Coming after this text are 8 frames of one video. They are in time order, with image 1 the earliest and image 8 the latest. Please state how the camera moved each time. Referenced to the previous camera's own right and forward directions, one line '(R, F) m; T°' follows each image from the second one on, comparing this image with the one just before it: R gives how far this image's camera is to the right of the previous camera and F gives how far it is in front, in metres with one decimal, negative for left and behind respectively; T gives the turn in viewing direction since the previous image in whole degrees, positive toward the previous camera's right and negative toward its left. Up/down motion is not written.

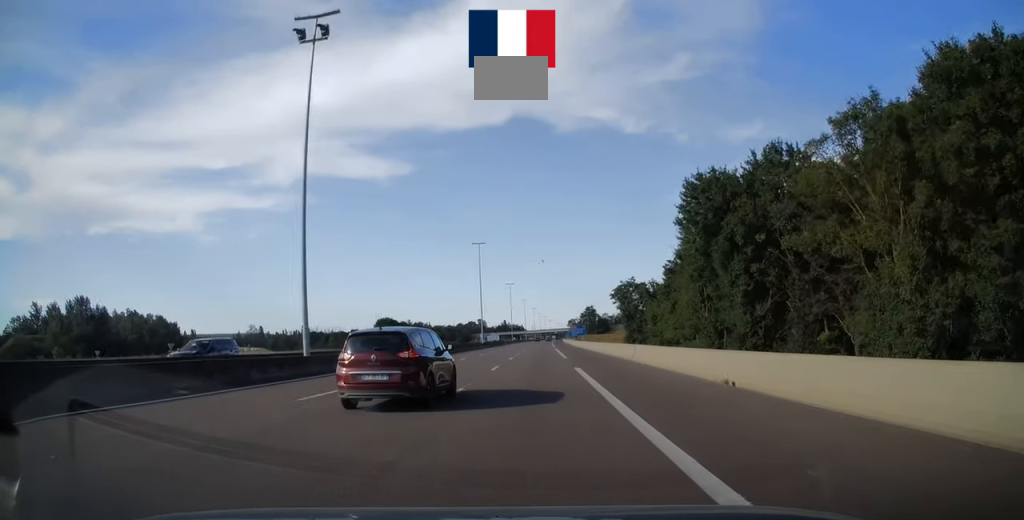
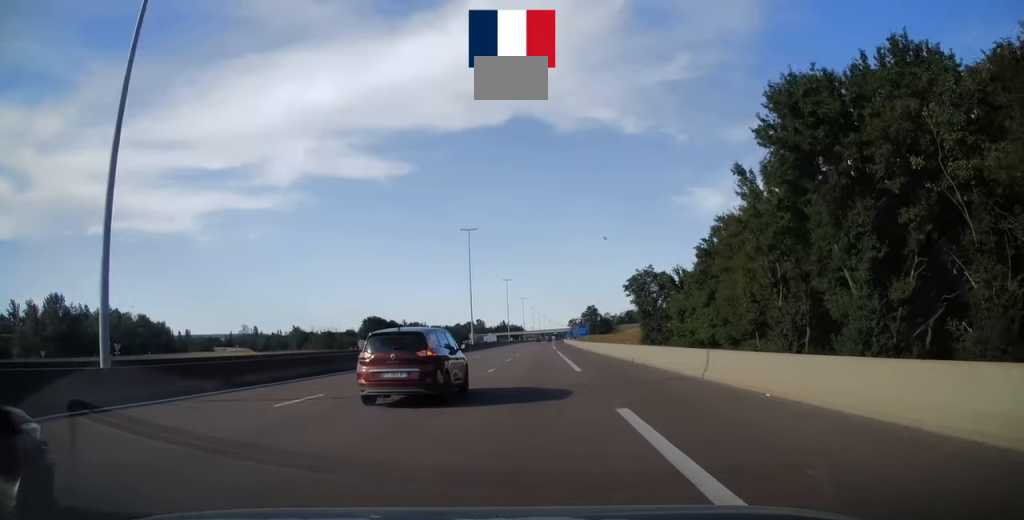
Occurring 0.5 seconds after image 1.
(0.0, +14.4) m; 0°
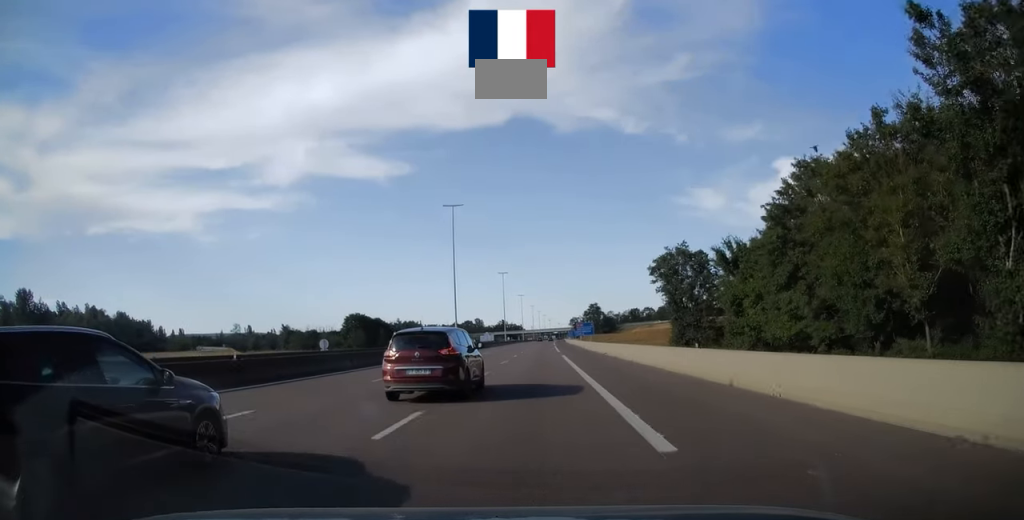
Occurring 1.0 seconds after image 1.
(-0.1, +17.0) m; 0°
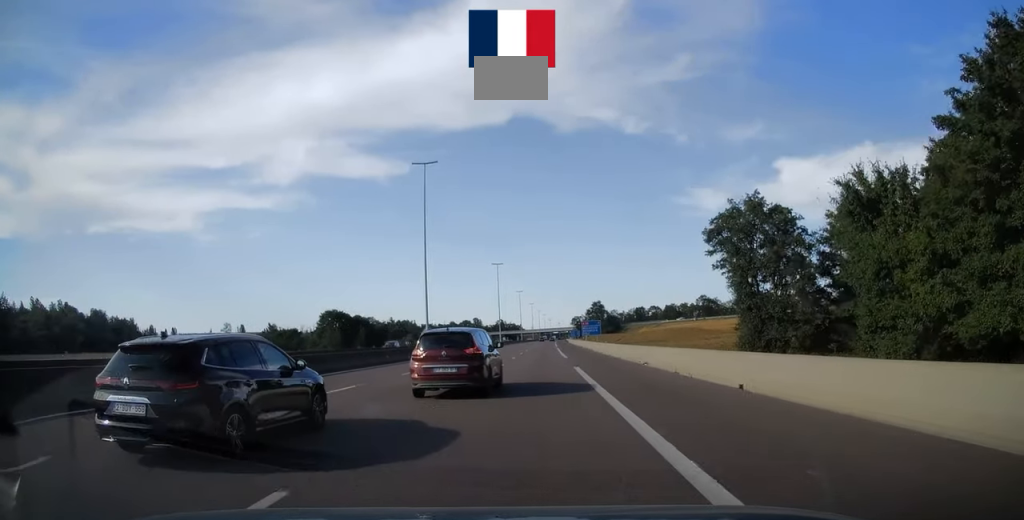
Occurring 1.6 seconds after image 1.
(+0.1, +19.0) m; 0°
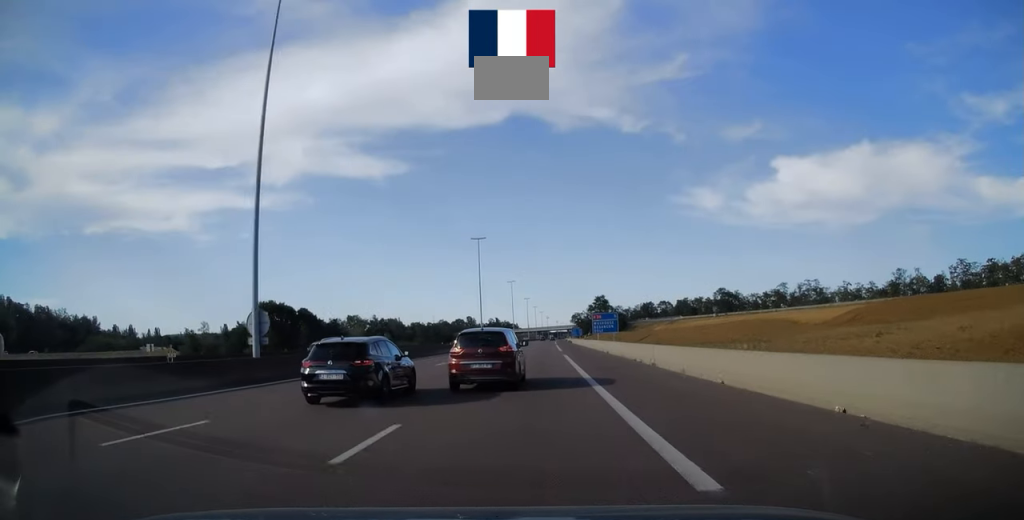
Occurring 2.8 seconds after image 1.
(+0.1, +34.5) m; 0°
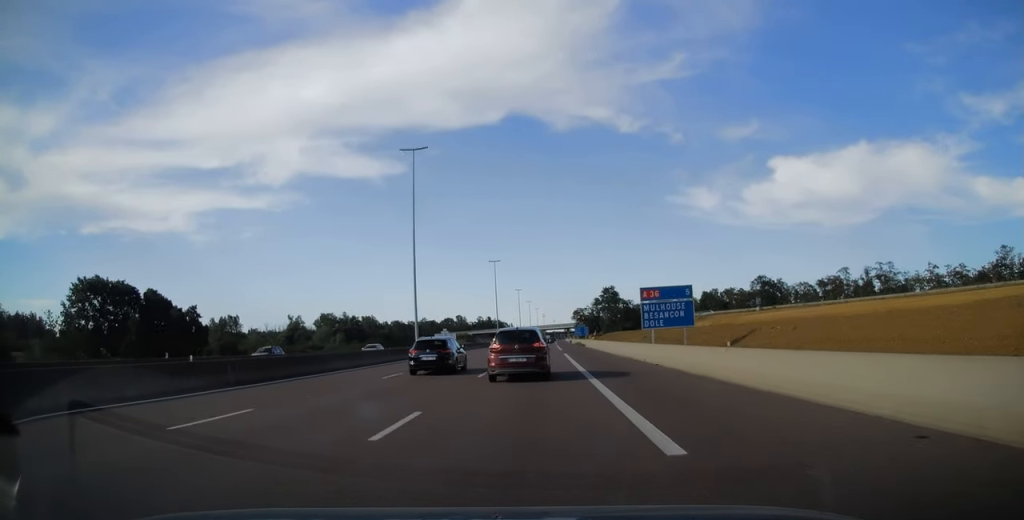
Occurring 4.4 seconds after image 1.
(+0.2, +50.4) m; 0°
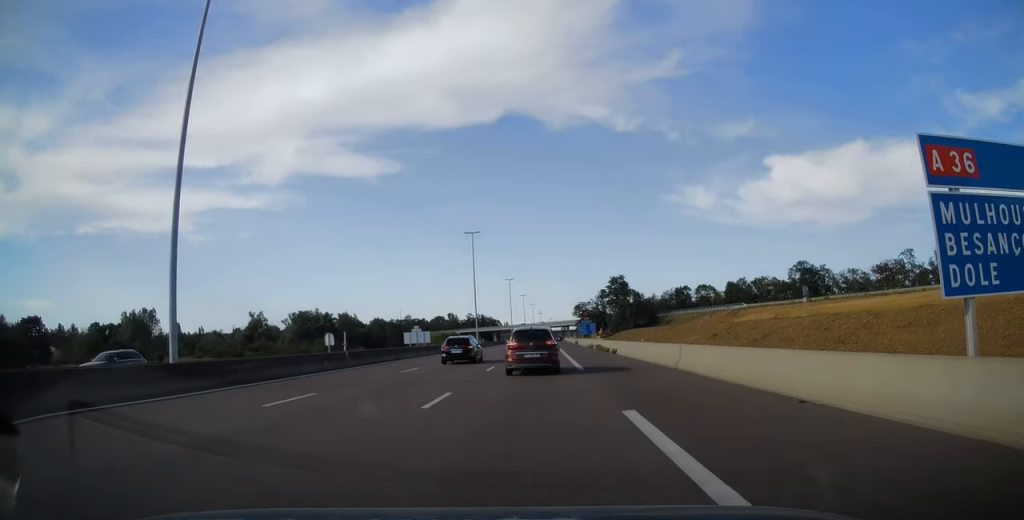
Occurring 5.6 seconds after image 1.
(0.0, +35.8) m; 0°
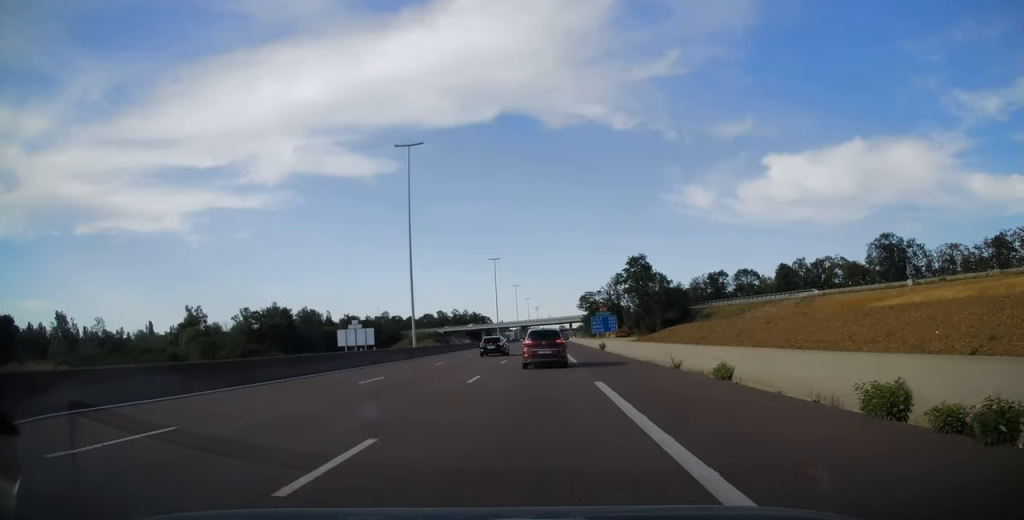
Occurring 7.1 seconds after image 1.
(+0.1, +46.2) m; 0°
